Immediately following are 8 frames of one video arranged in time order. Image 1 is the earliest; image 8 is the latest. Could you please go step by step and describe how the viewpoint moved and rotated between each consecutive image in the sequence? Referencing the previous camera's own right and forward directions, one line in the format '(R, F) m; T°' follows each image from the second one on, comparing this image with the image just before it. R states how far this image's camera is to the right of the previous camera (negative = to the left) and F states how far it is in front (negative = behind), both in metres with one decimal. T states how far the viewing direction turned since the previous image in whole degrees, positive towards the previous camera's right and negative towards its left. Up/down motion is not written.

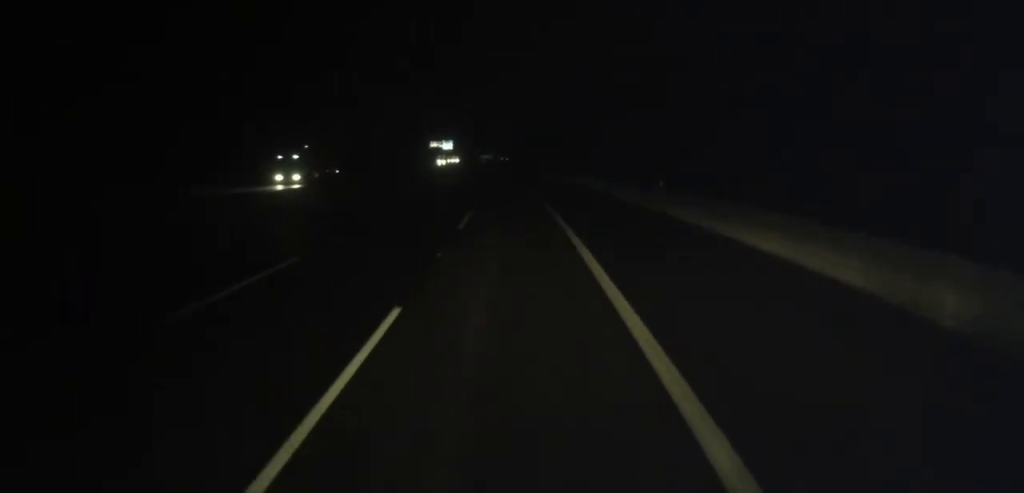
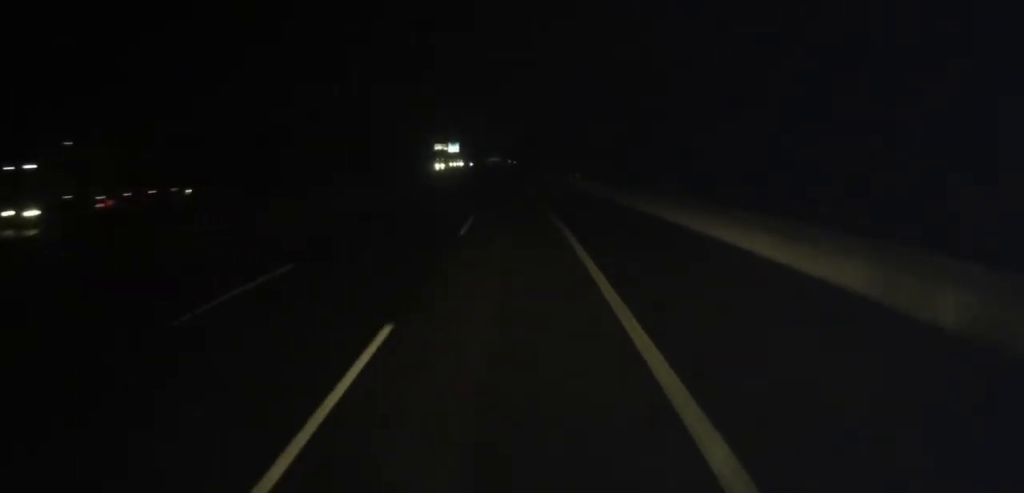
(-0.2, +18.5) m; 0°
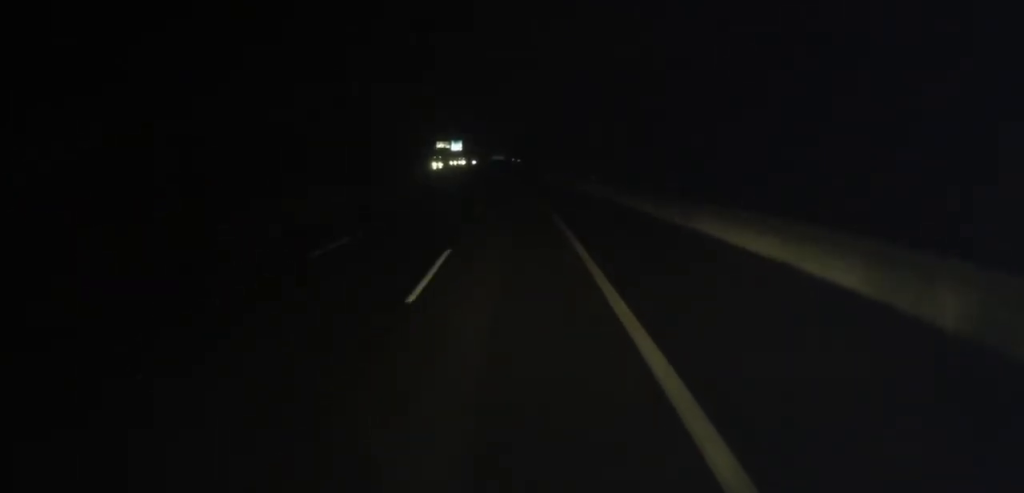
(0.0, +9.8) m; 0°
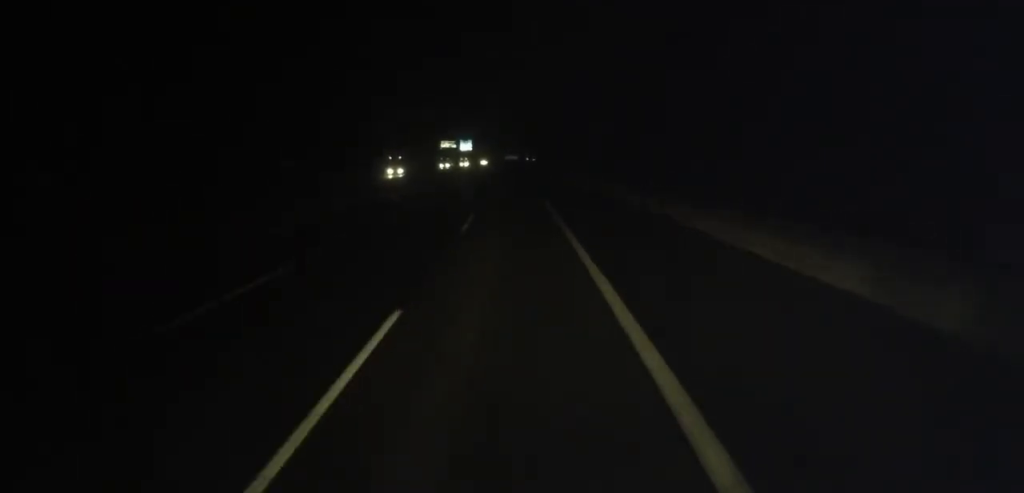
(-1.2, +42.1) m; -3°
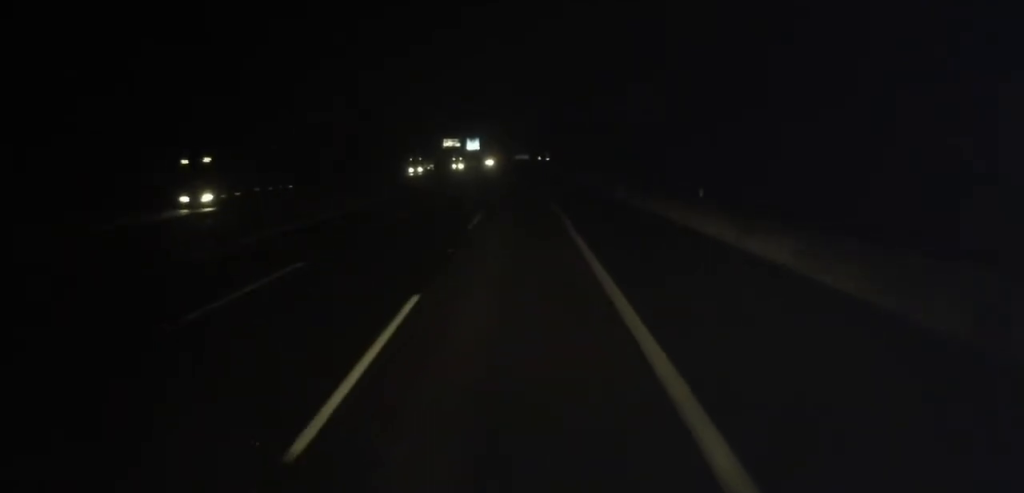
(+0.2, +33.9) m; +1°
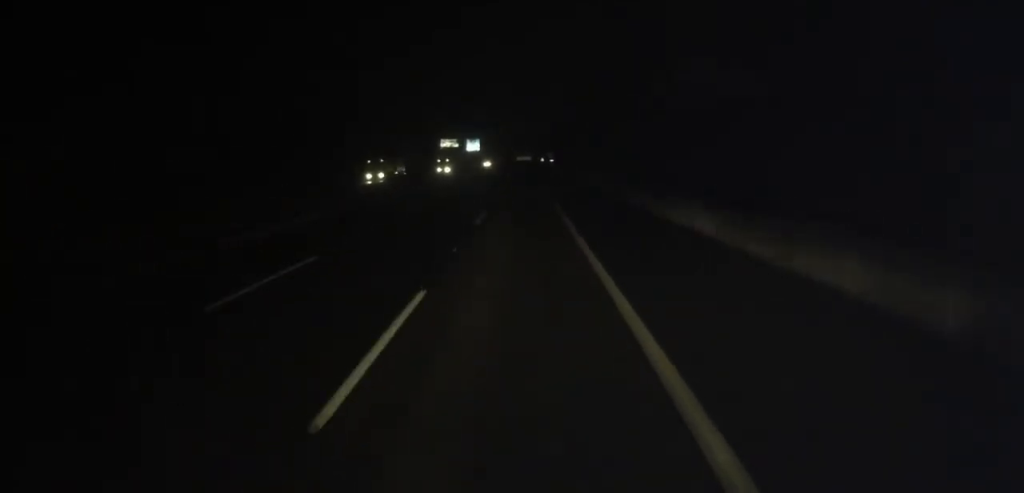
(+0.4, +17.0) m; -1°
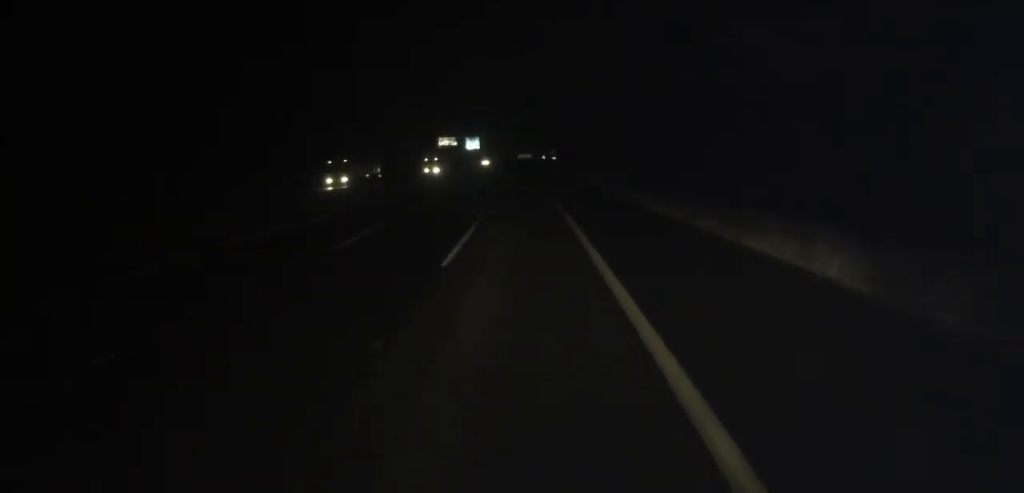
(-0.5, +9.1) m; -1°
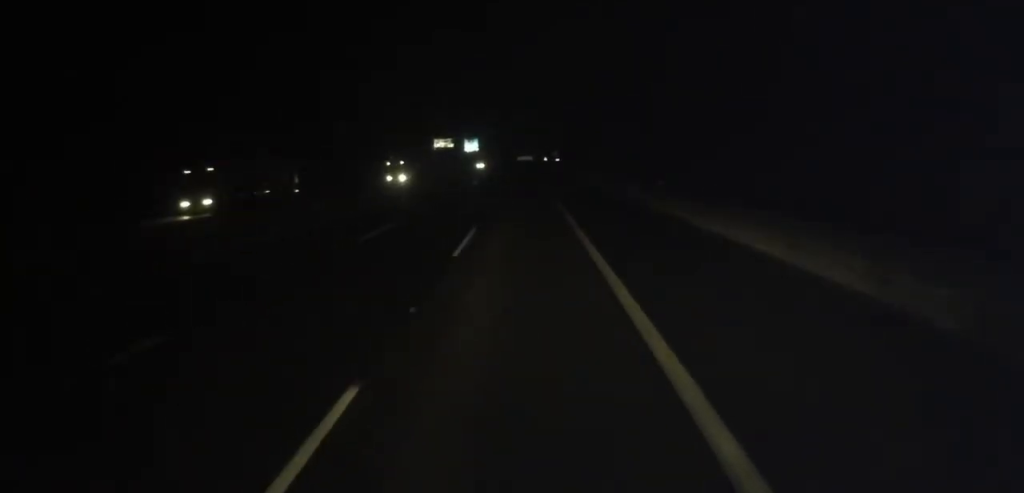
(-0.3, +15.6) m; 0°
